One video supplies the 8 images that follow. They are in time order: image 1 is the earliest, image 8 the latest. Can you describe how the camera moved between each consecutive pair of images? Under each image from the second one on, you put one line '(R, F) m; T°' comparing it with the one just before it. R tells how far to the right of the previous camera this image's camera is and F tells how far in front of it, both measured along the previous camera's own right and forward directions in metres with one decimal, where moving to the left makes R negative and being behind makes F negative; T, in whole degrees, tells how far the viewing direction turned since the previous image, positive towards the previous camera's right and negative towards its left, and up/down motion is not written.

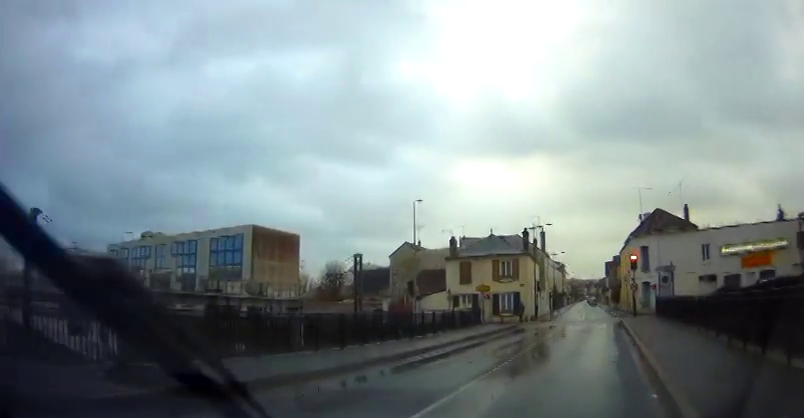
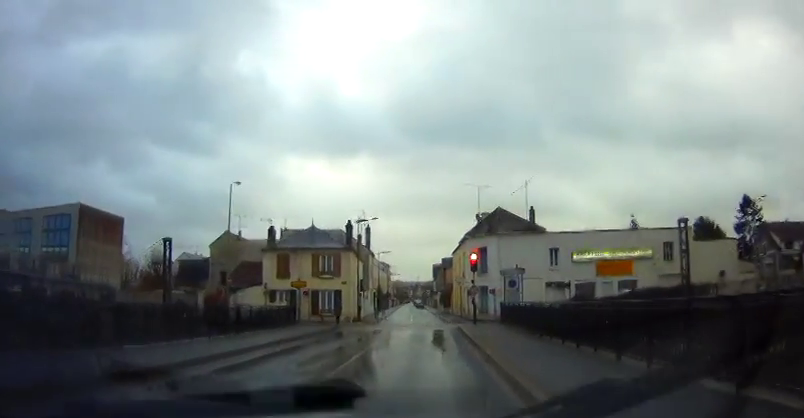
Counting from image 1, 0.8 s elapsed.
(+0.6, +3.1) m; +19°
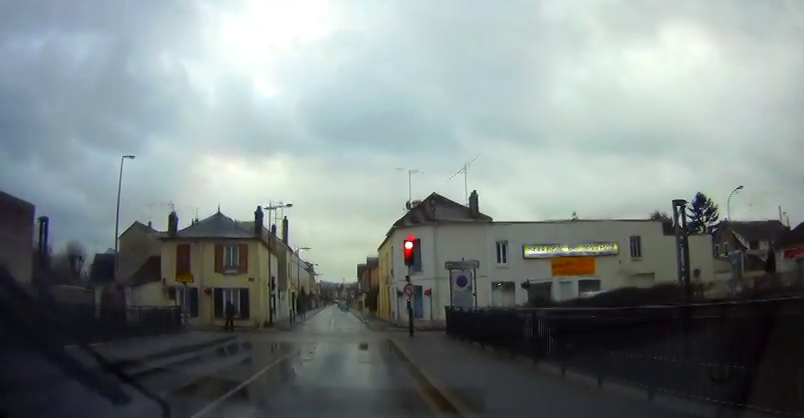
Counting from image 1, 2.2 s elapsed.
(+1.1, +5.7) m; +10°
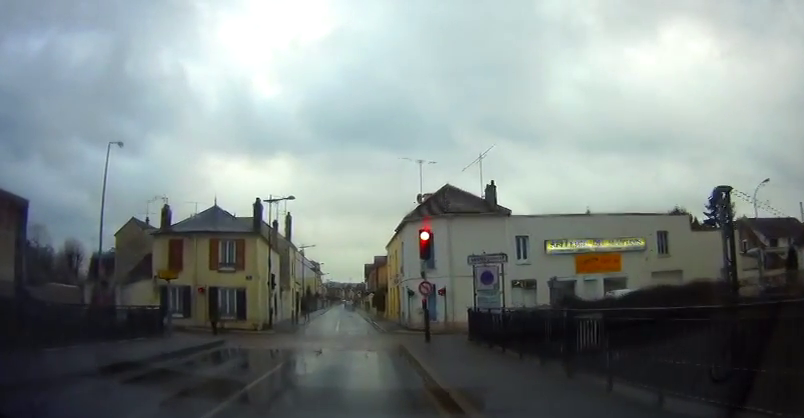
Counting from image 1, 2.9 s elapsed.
(-0.2, +2.5) m; -2°
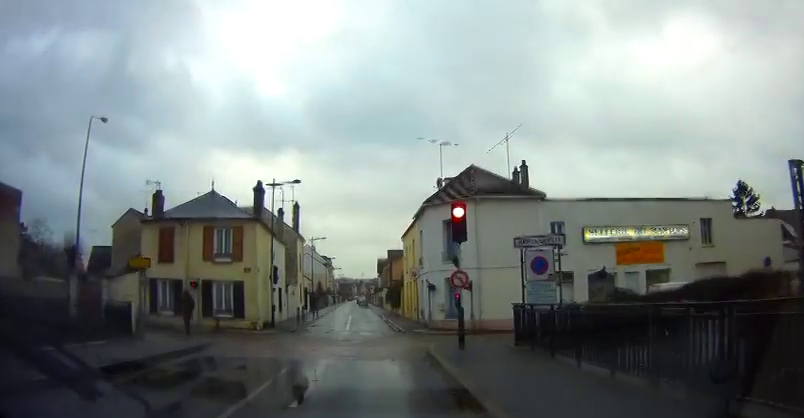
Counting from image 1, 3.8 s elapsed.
(+0.2, +3.4) m; +2°
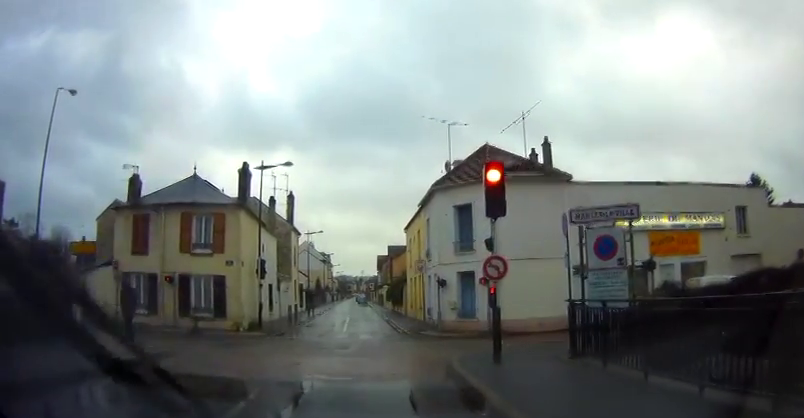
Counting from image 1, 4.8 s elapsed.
(0.0, +3.4) m; -2°
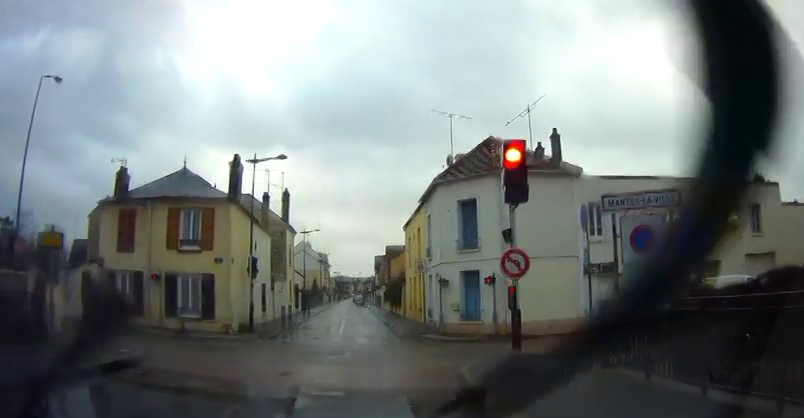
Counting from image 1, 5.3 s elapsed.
(0.0, +1.4) m; -2°
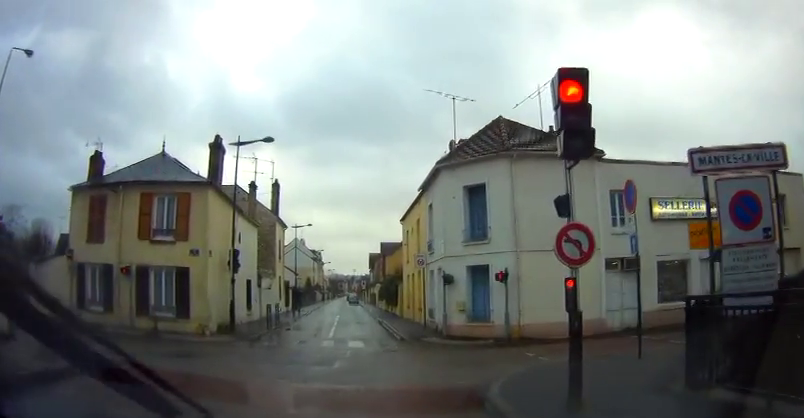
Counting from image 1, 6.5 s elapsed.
(-0.1, +2.8) m; -2°
